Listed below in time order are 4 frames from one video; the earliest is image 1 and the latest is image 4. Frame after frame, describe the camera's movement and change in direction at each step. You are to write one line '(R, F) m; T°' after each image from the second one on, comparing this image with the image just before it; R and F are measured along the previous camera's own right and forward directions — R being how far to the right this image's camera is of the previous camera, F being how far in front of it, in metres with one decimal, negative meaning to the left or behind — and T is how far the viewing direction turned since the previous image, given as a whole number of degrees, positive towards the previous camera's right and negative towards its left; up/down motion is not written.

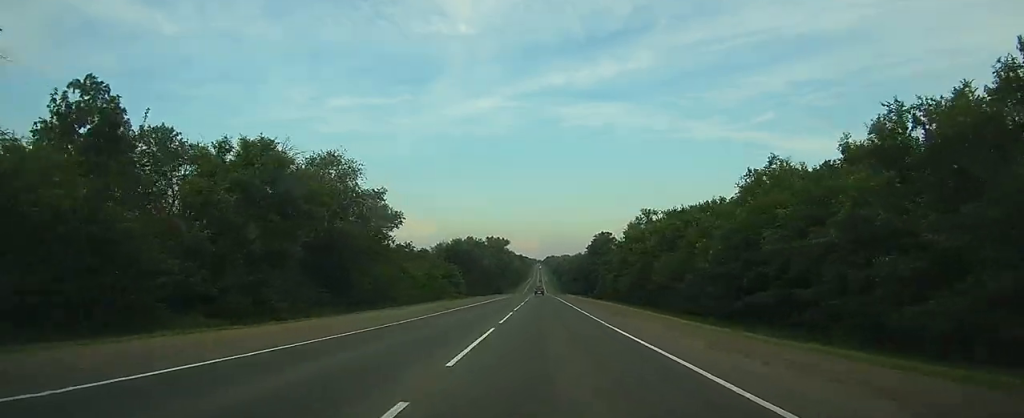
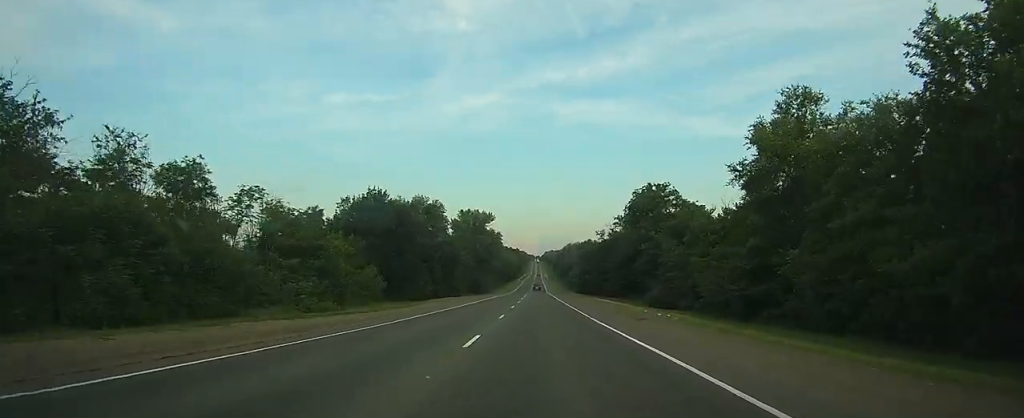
(-0.1, +70.4) m; 0°
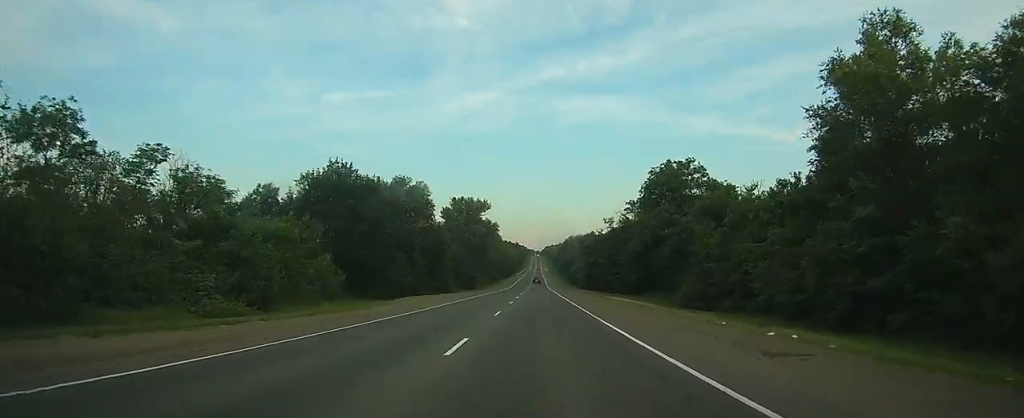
(0.0, +13.7) m; 0°
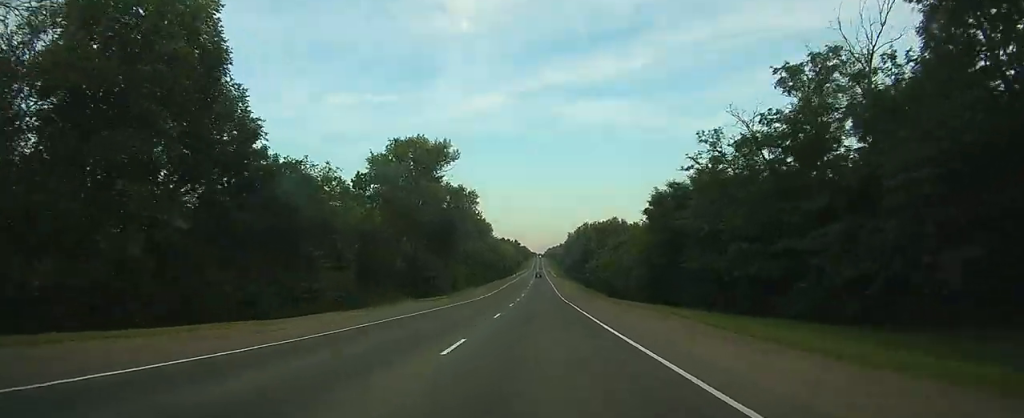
(-0.1, +60.1) m; 0°
